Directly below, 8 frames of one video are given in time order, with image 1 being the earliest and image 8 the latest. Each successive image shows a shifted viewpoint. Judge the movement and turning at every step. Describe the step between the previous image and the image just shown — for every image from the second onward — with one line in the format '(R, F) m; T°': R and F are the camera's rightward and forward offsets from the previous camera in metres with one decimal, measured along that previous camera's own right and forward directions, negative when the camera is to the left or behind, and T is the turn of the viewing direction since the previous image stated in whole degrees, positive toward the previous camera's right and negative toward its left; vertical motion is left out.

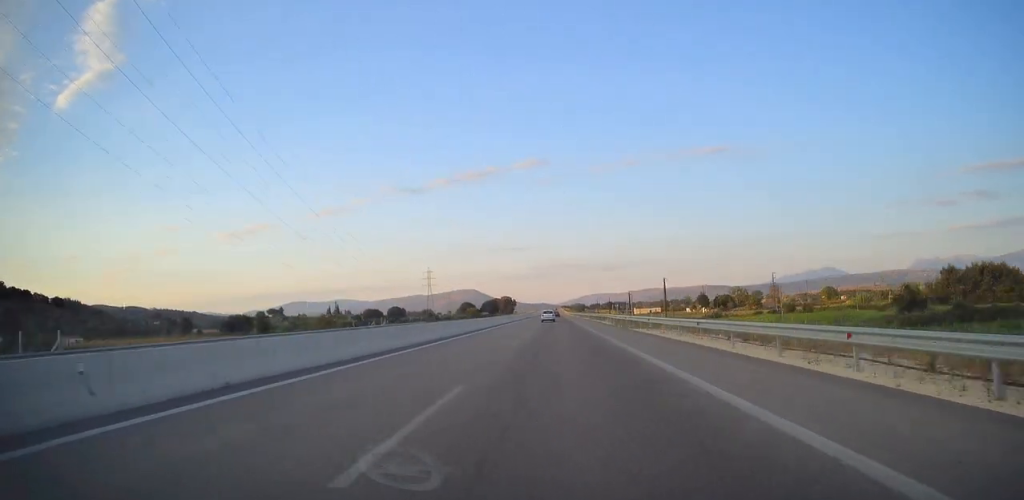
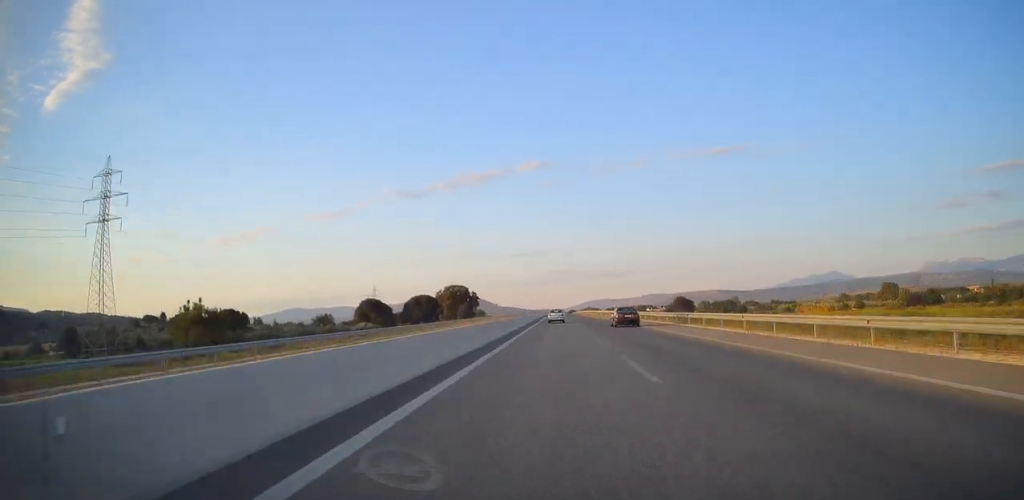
(0.0, +318.3) m; 0°
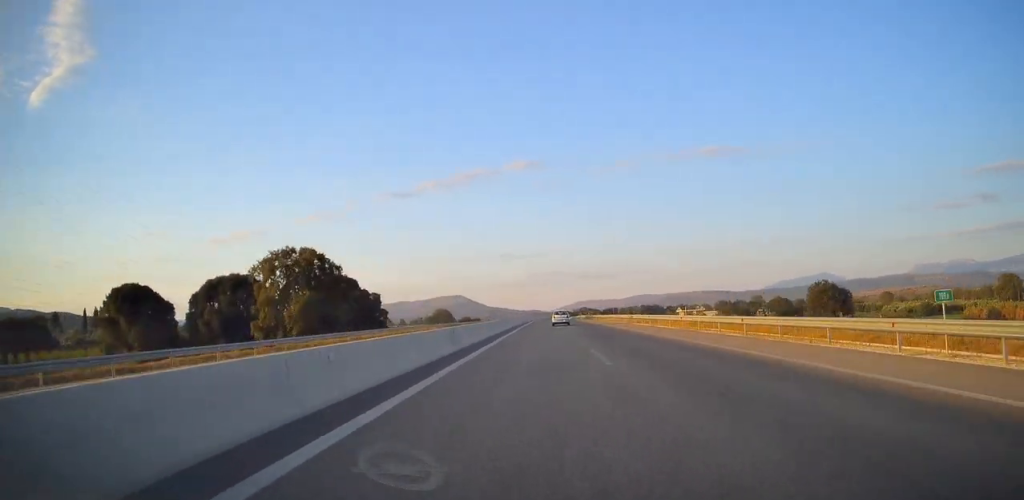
(+1.4, +155.1) m; 0°
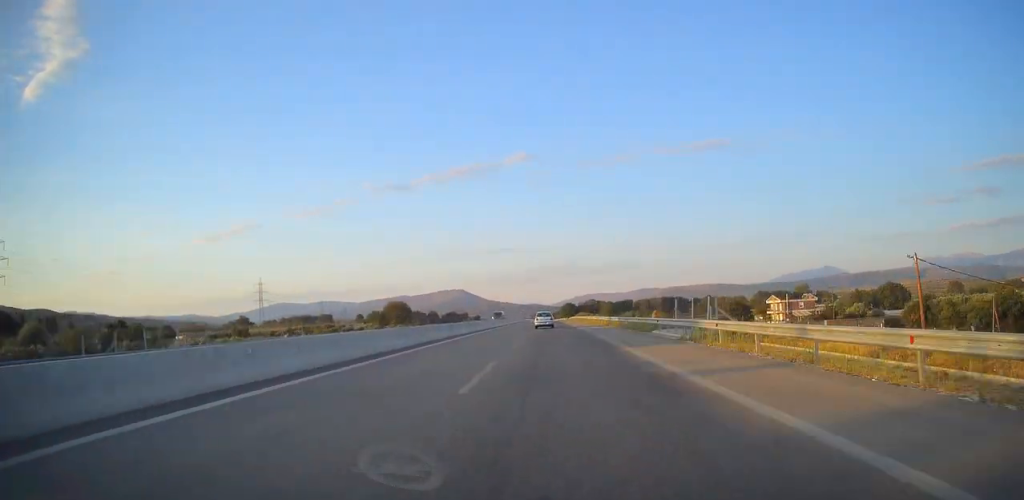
(-0.4, +152.6) m; -1°
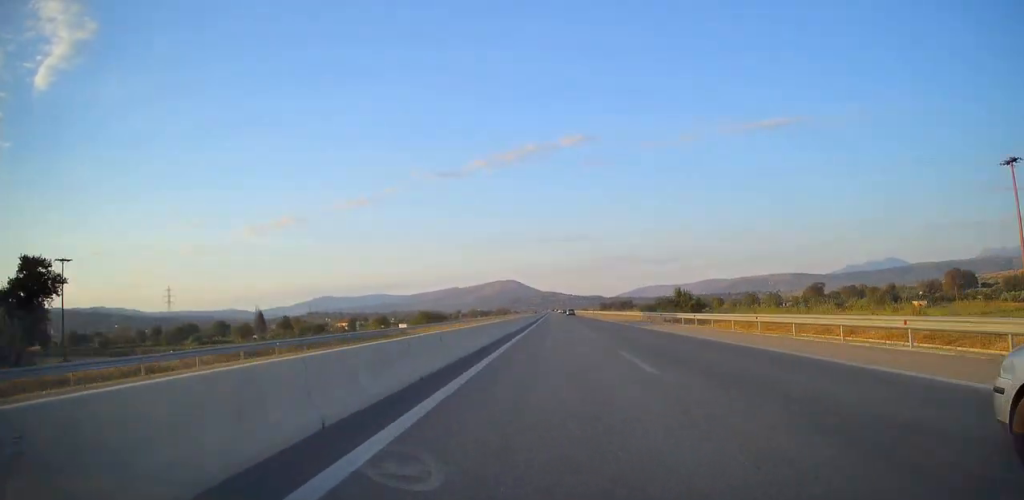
(-34.0, +743.8) m; -4°
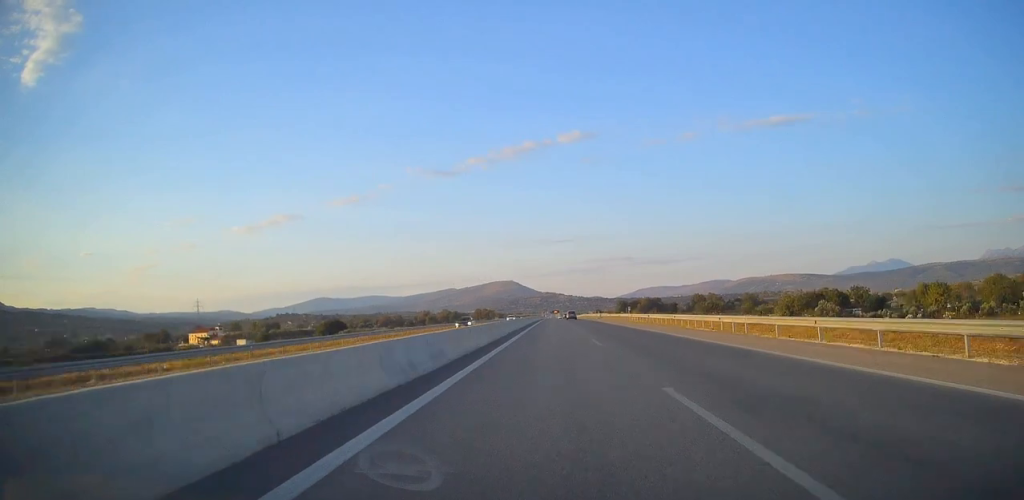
(+0.1, +279.2) m; 0°
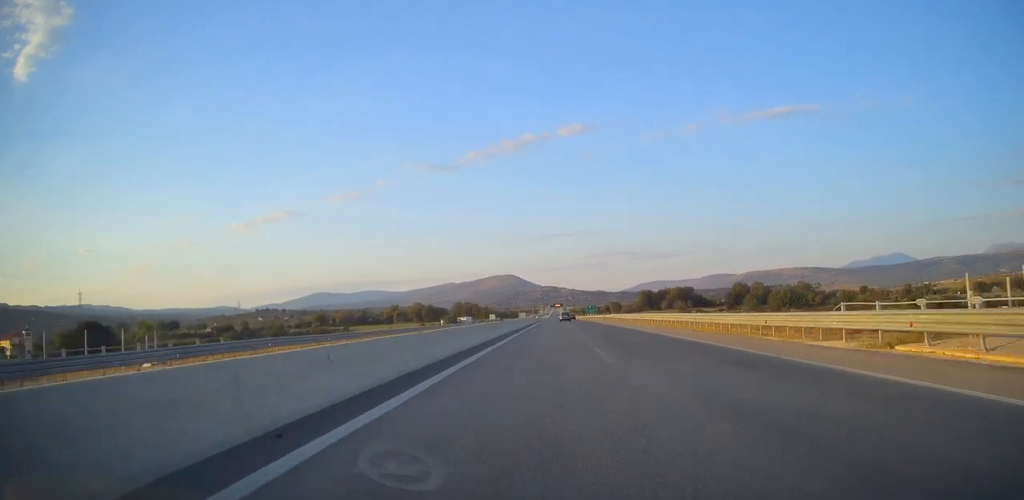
(-0.3, +171.9) m; 0°
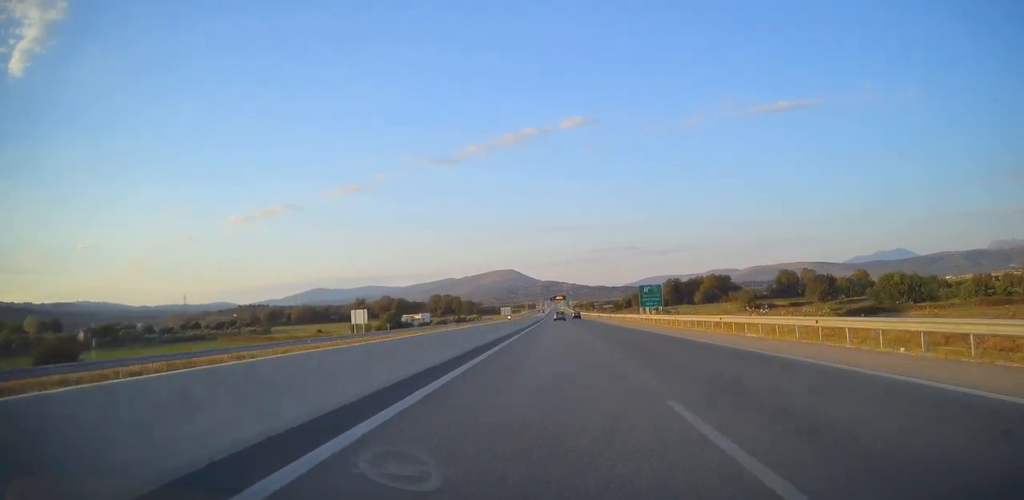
(-0.2, +121.7) m; 0°
